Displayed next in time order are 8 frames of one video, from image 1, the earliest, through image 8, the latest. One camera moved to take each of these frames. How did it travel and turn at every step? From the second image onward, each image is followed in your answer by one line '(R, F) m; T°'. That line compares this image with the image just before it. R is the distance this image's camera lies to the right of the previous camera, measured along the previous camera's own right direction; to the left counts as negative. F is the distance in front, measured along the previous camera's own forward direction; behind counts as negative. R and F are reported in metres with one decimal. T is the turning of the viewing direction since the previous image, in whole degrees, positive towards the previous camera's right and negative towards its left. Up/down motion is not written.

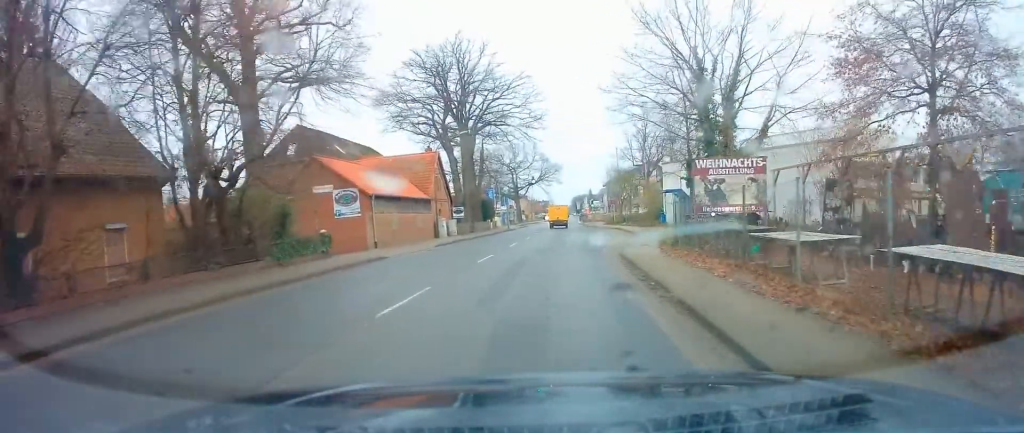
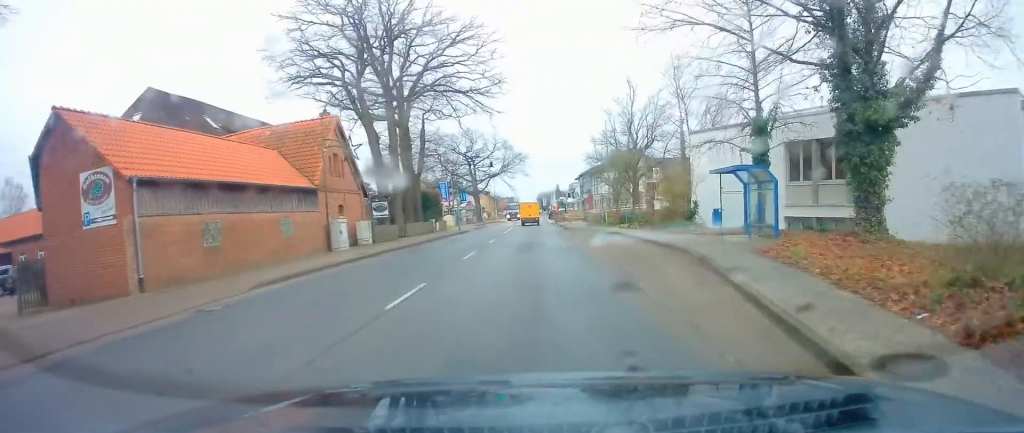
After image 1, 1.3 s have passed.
(+0.7, +17.4) m; +3°
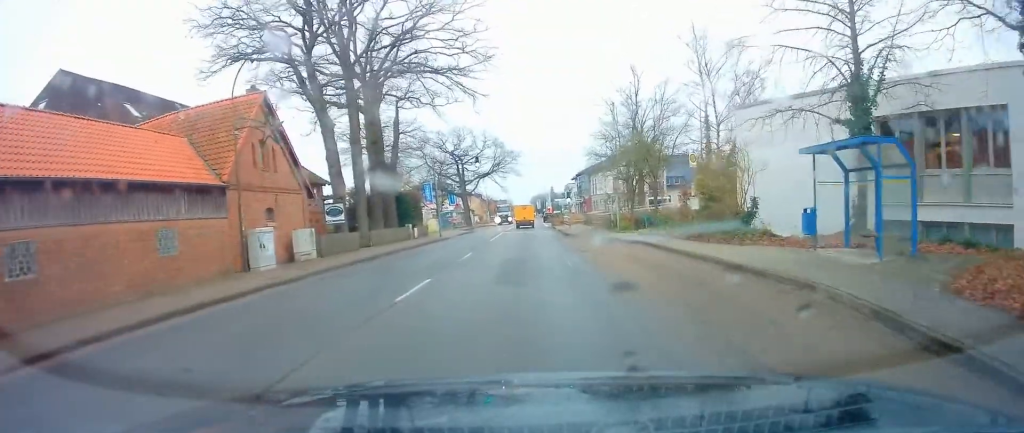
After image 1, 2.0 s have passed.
(+0.1, +8.1) m; 0°
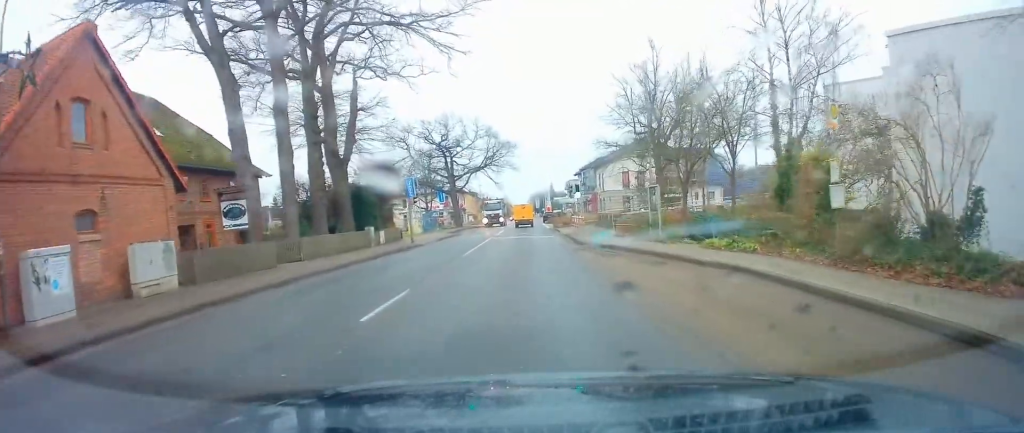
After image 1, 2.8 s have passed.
(-0.1, +11.0) m; 0°
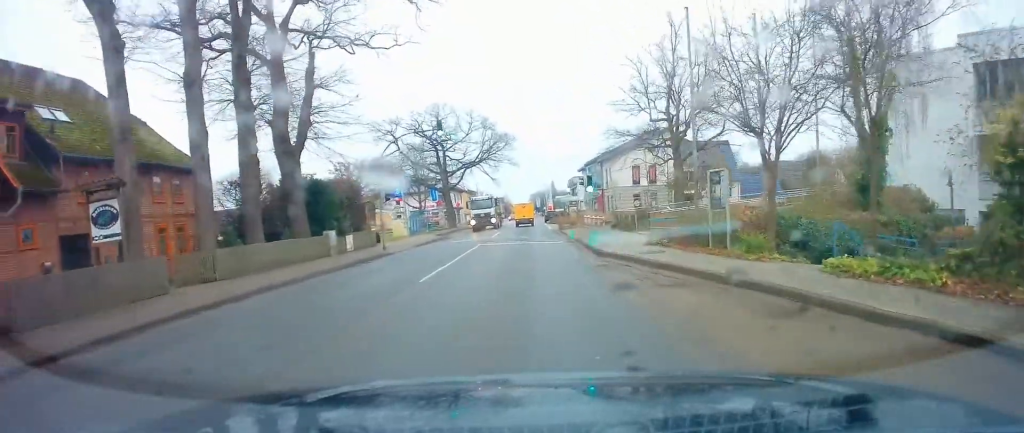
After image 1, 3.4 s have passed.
(+0.1, +7.3) m; +1°
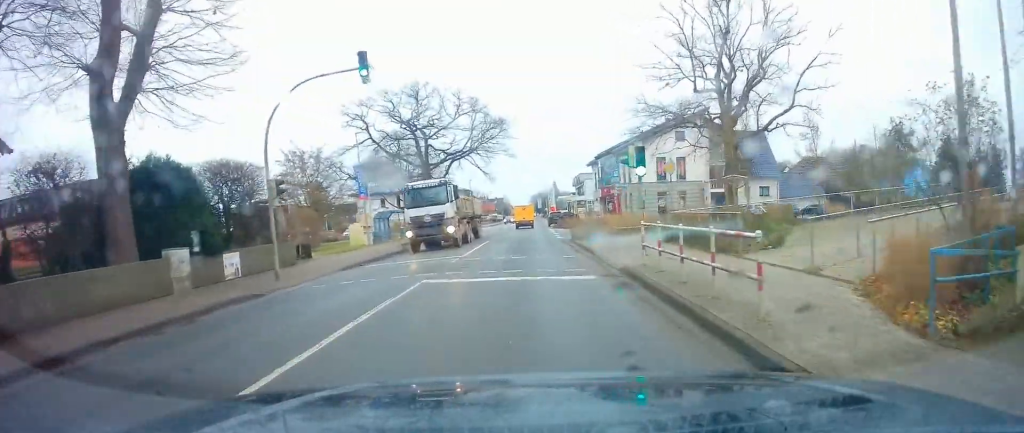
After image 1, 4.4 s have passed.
(+0.3, +13.2) m; +1°
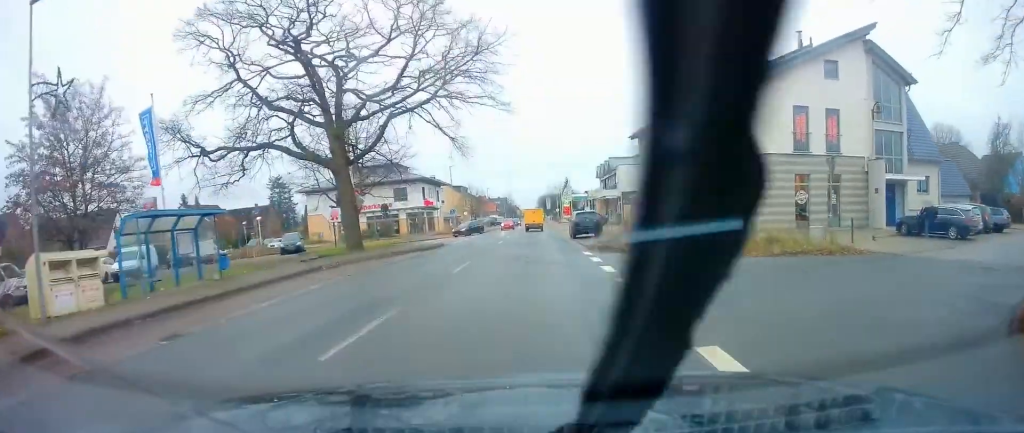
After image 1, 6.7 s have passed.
(-0.5, +29.6) m; -1°
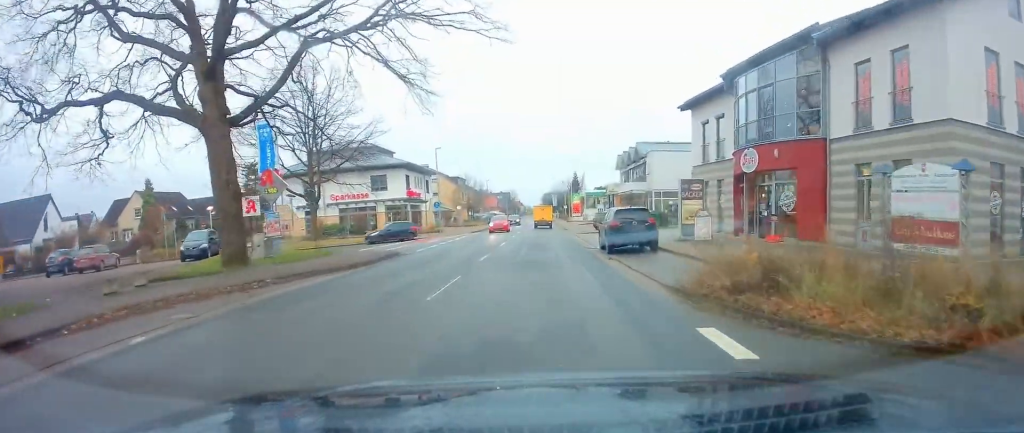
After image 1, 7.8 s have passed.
(0.0, +14.1) m; -1°
